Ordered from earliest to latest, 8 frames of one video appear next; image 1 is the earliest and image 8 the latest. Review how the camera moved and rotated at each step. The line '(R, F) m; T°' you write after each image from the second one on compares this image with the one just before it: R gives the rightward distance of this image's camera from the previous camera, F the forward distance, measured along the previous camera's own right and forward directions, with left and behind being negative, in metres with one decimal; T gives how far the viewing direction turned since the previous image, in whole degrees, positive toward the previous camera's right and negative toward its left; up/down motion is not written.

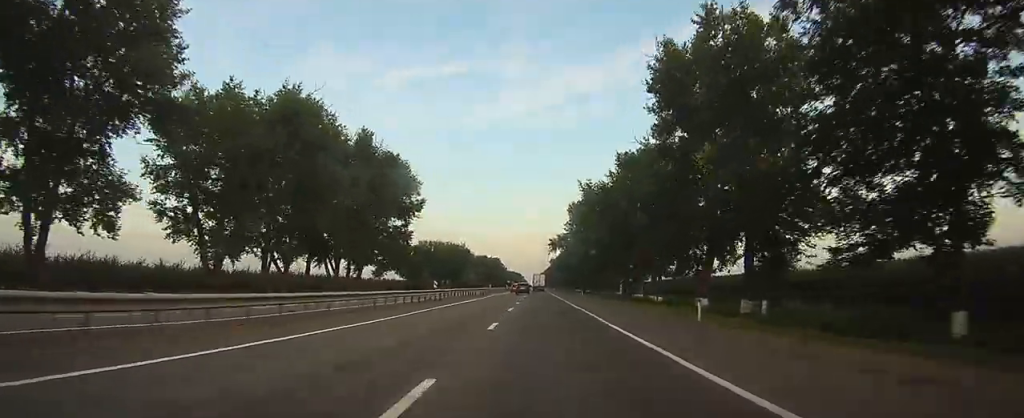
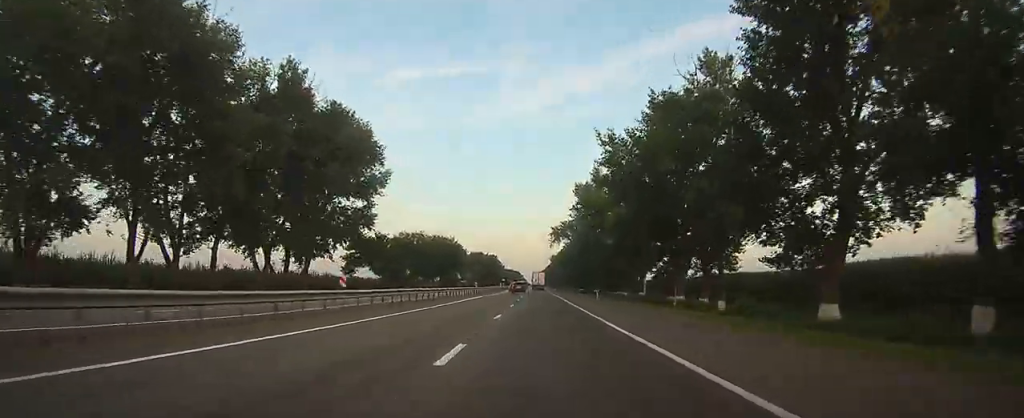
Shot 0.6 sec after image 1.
(0.0, +20.0) m; 0°
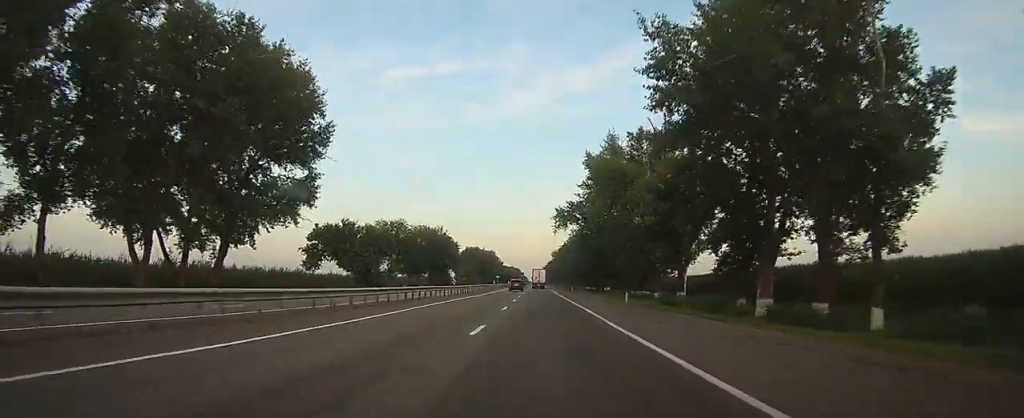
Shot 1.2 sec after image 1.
(0.0, +18.9) m; 0°
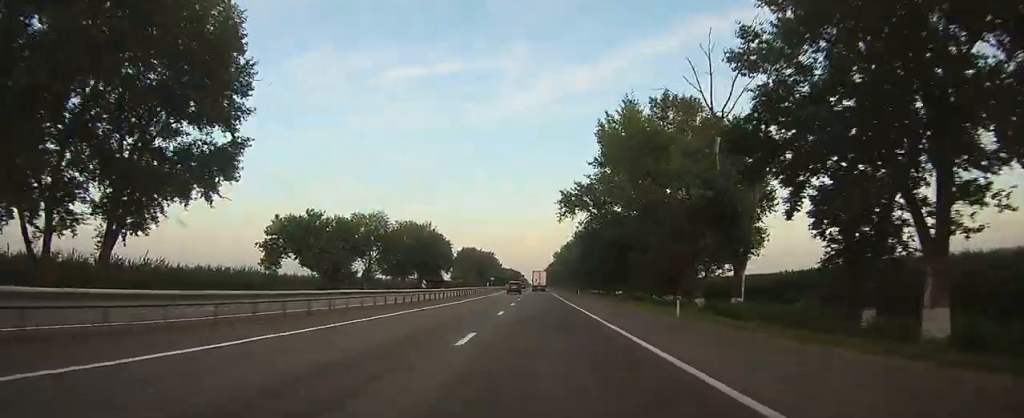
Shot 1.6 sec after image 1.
(0.0, +14.4) m; 0°
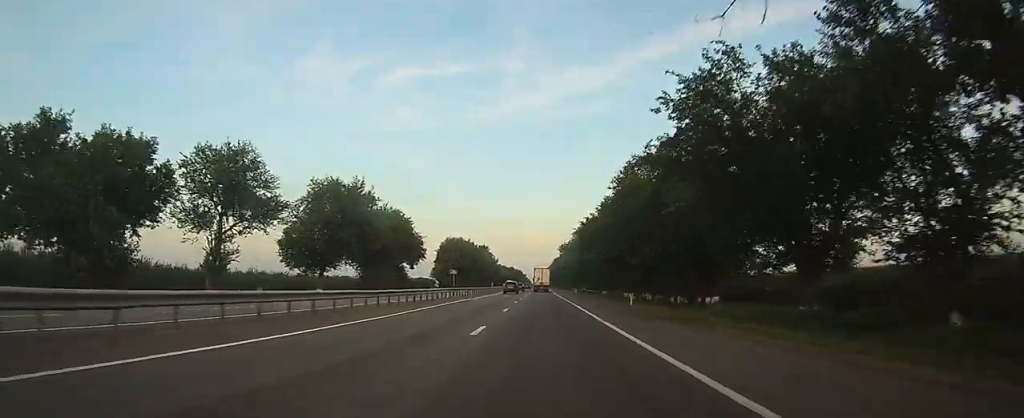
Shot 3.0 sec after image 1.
(+0.1, +46.2) m; 0°
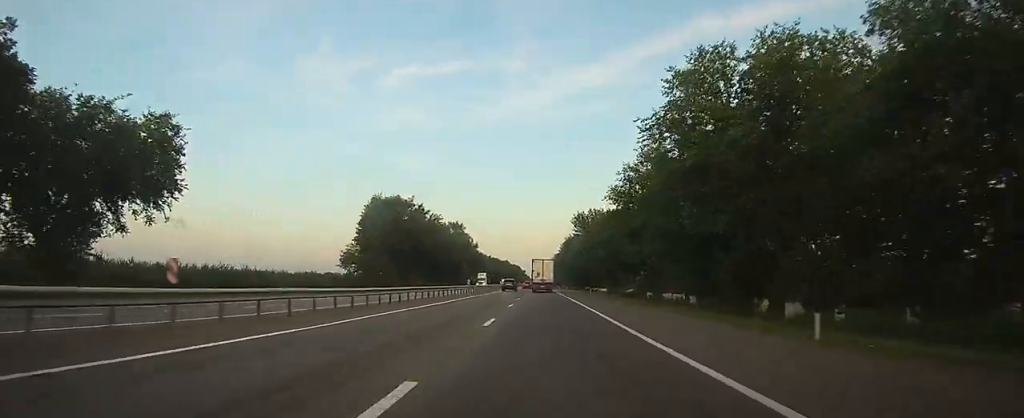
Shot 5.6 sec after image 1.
(+0.1, +84.2) m; 0°
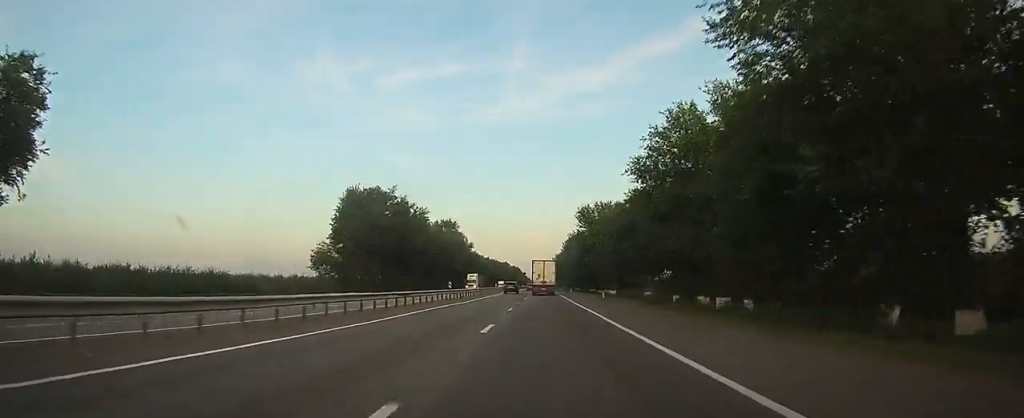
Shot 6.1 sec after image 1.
(0.0, +13.3) m; 0°
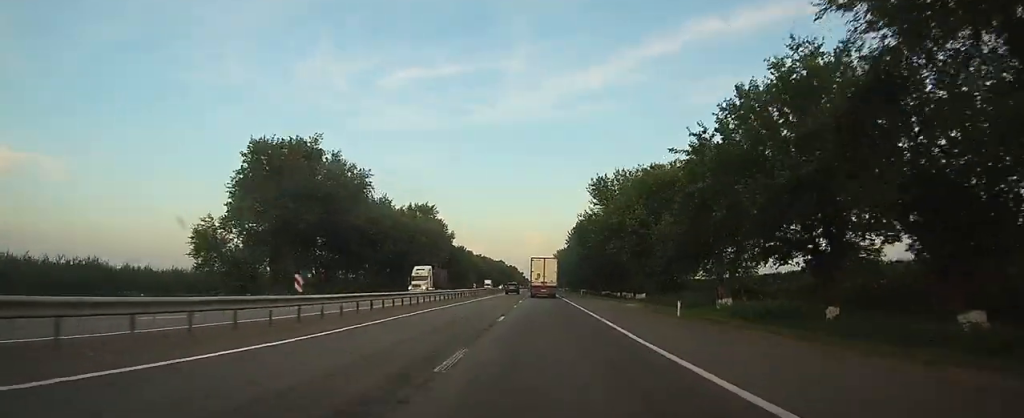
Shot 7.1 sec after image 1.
(0.0, +31.2) m; 0°
